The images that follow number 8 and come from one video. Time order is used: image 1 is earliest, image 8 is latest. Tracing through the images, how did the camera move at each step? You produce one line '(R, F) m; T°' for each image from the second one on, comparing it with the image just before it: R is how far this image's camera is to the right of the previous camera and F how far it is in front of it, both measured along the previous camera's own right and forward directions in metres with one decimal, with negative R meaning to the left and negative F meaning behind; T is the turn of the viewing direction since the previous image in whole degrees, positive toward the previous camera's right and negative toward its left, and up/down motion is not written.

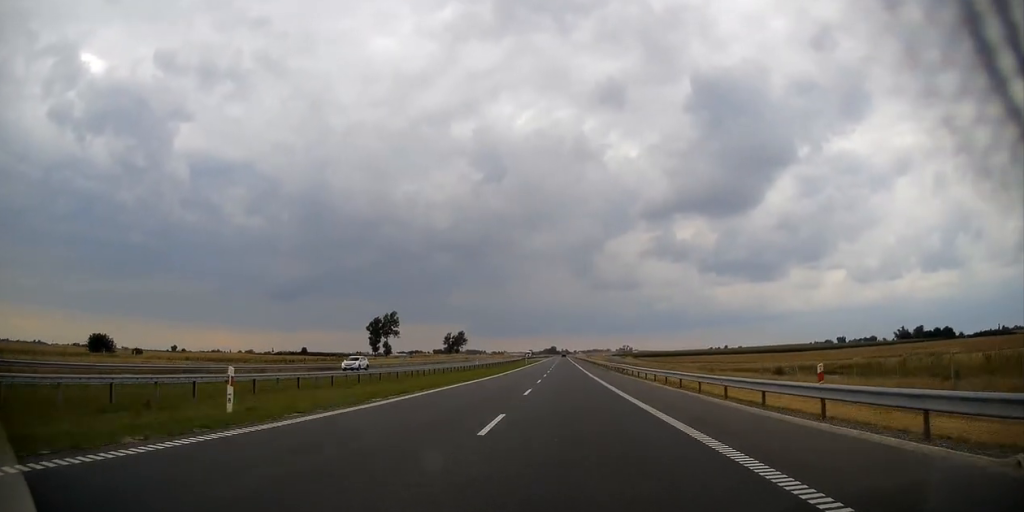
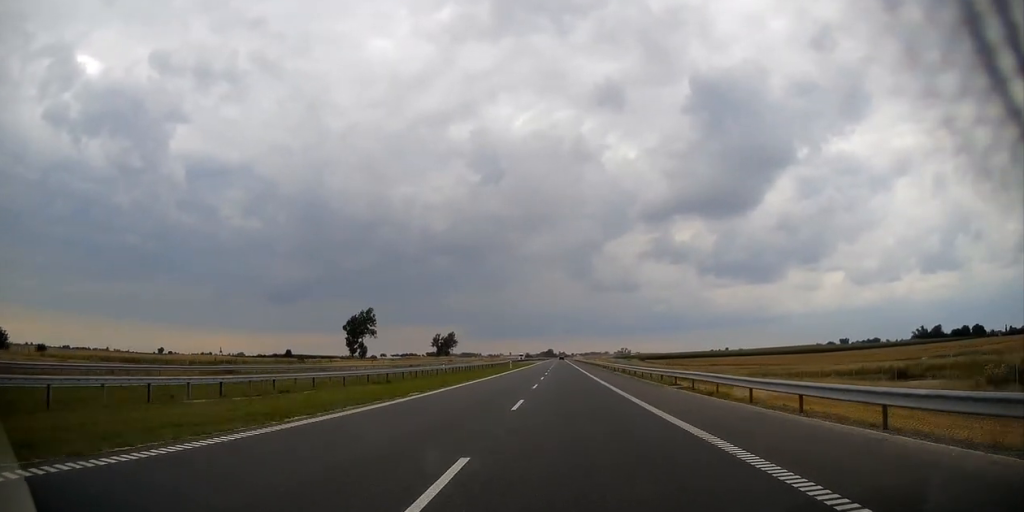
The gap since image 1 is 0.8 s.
(0.0, +30.3) m; 0°
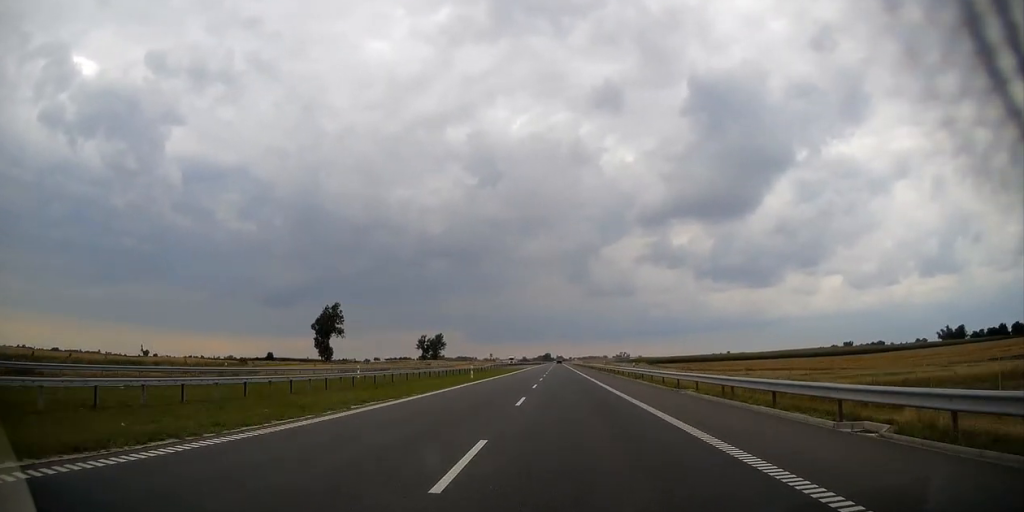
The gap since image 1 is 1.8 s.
(0.0, +34.1) m; 0°
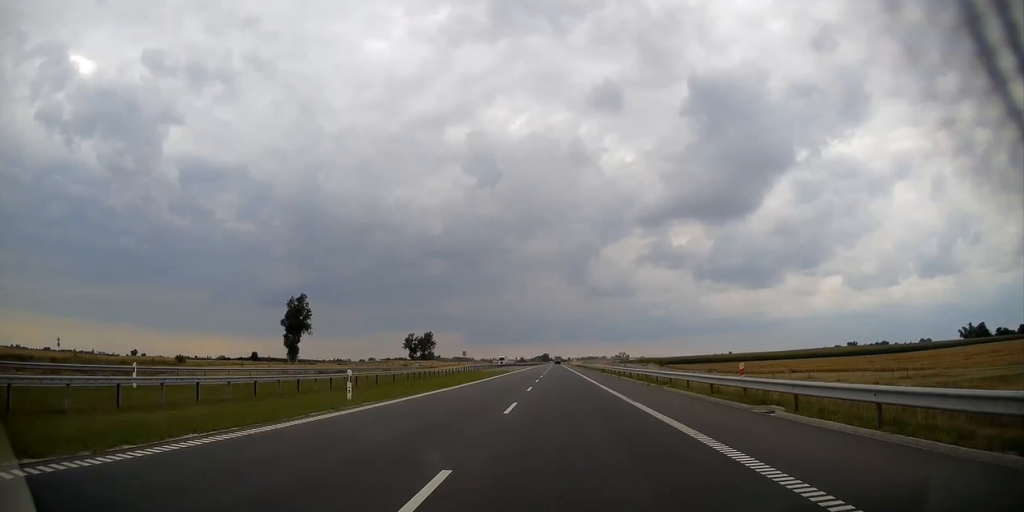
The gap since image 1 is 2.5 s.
(-0.1, +26.9) m; 0°
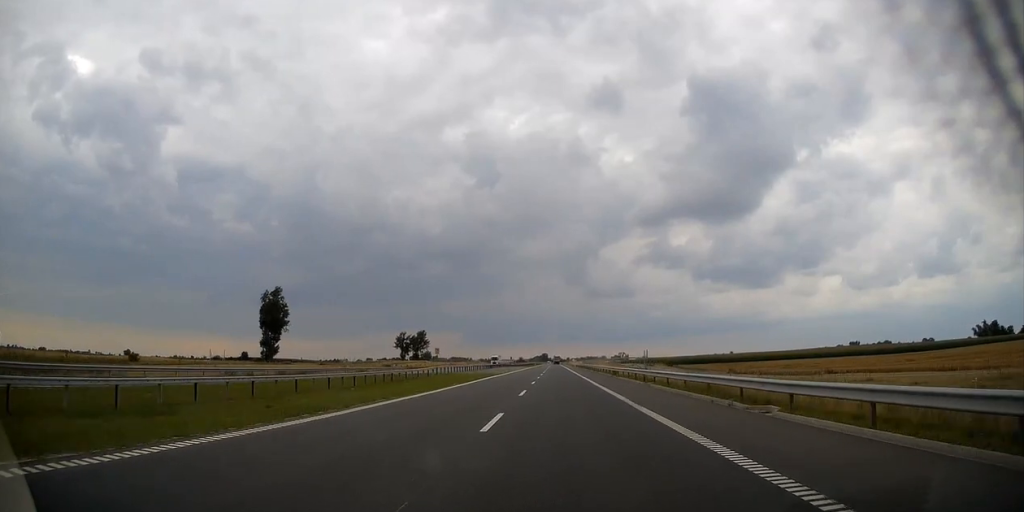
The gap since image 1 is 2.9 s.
(0.0, +15.9) m; 0°
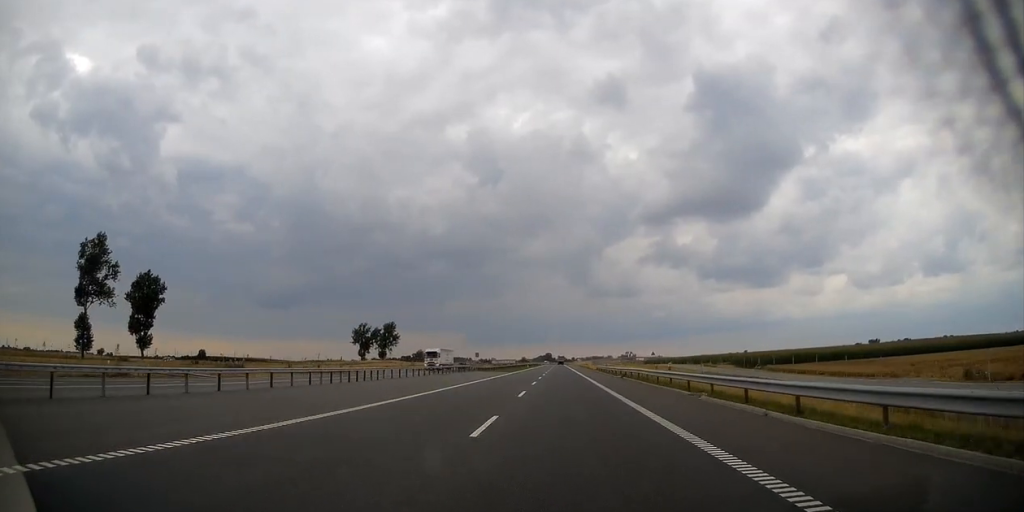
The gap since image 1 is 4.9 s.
(+0.1, +72.5) m; 0°
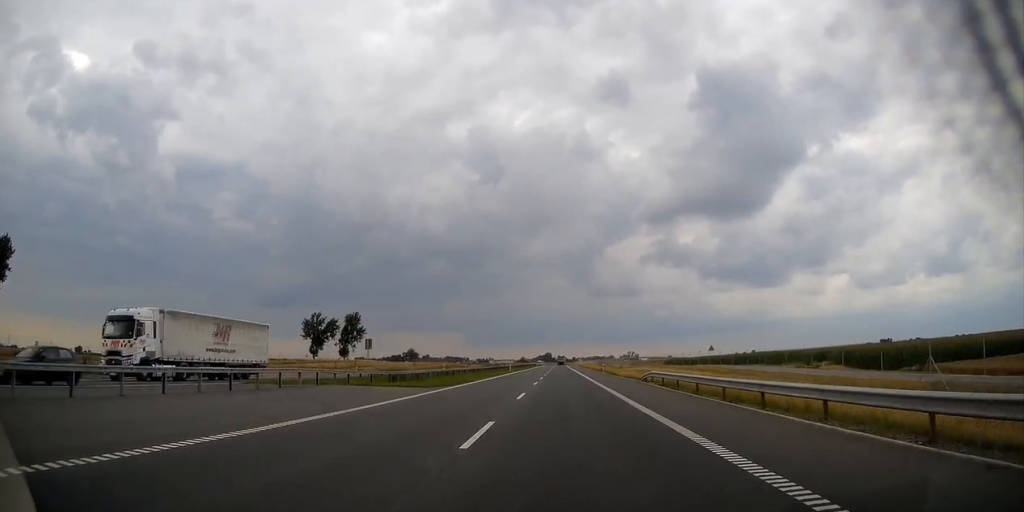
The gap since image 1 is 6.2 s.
(-0.1, +49.2) m; 0°
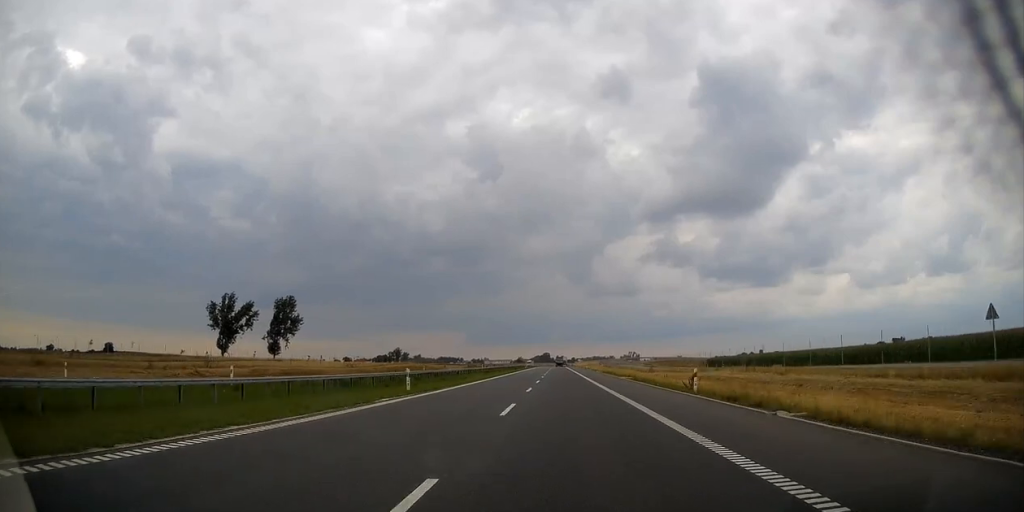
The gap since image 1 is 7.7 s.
(0.0, +55.5) m; 0°
